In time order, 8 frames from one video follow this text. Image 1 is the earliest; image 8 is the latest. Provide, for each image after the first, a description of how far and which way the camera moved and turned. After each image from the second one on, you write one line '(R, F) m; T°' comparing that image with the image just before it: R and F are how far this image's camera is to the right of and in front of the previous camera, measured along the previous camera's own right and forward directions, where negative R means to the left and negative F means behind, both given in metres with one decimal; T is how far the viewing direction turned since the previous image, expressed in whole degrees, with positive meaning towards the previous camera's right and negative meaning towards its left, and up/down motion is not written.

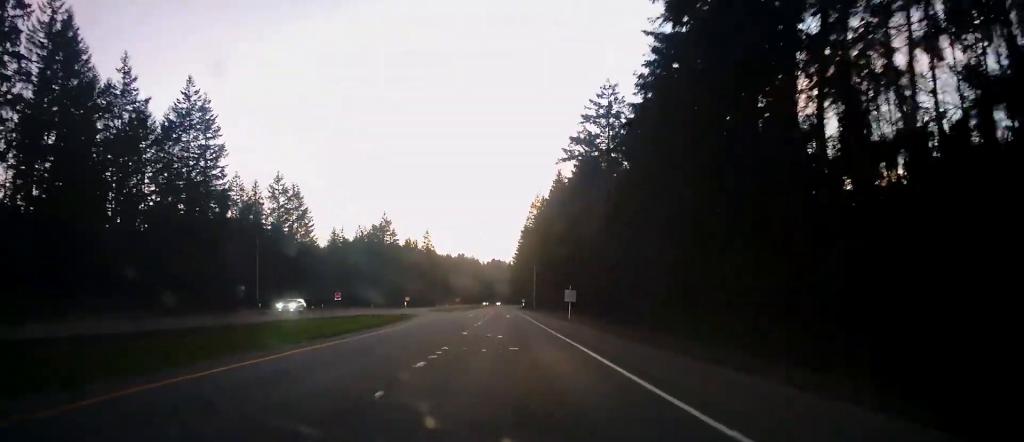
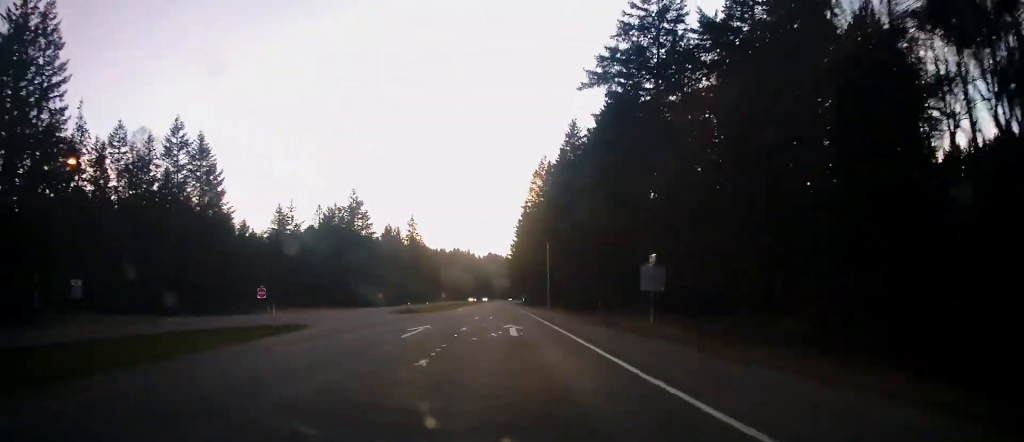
(+0.4, +37.0) m; +1°
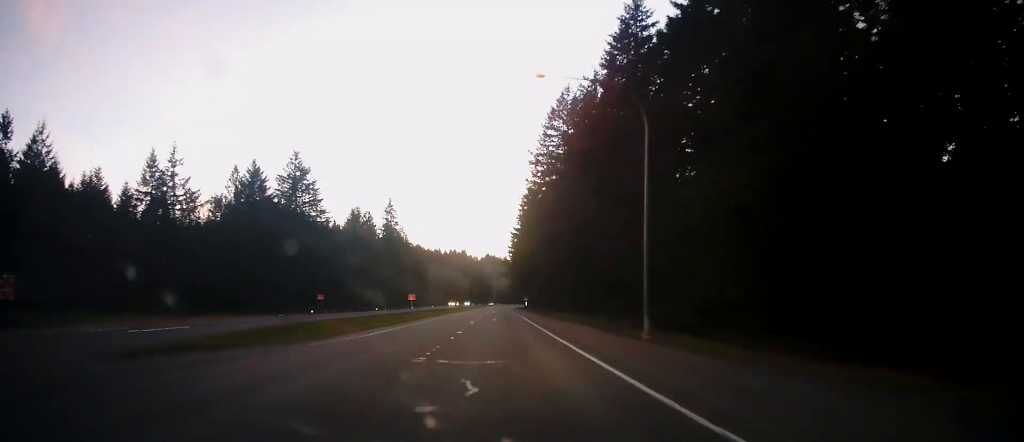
(+0.1, +47.2) m; 0°
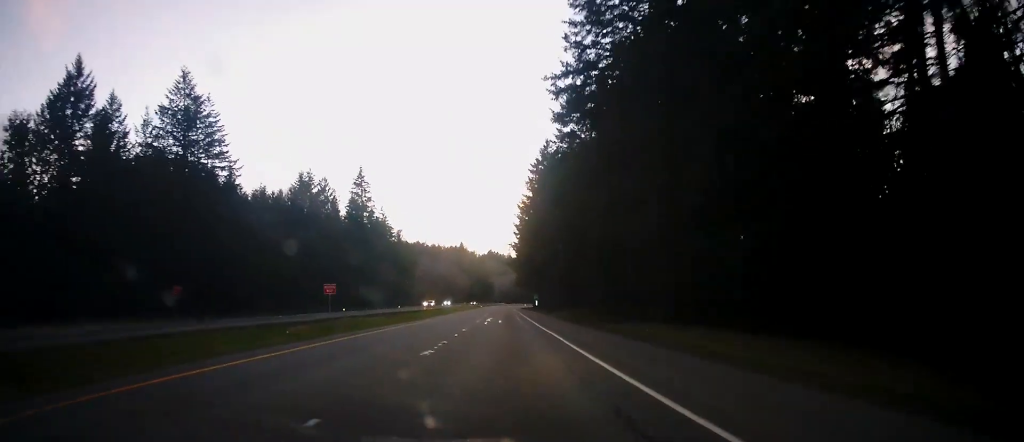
(0.0, +47.5) m; 0°
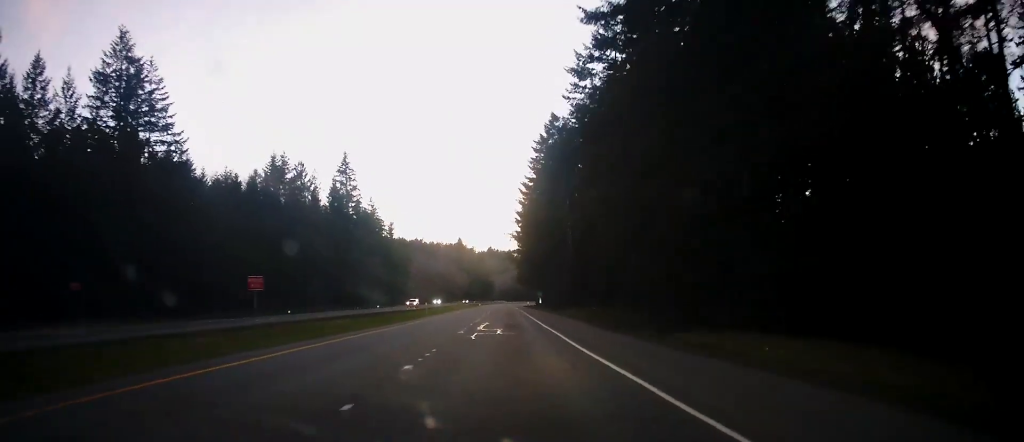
(-0.1, +15.4) m; 0°
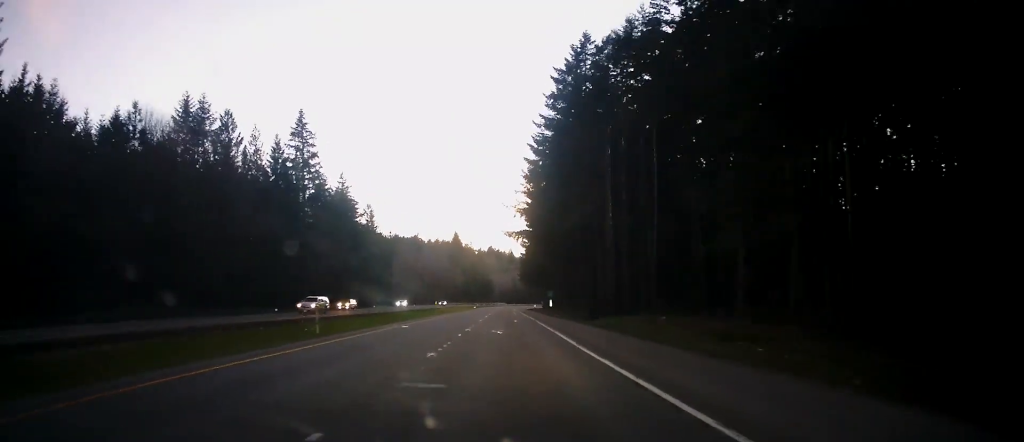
(0.0, +33.6) m; +1°
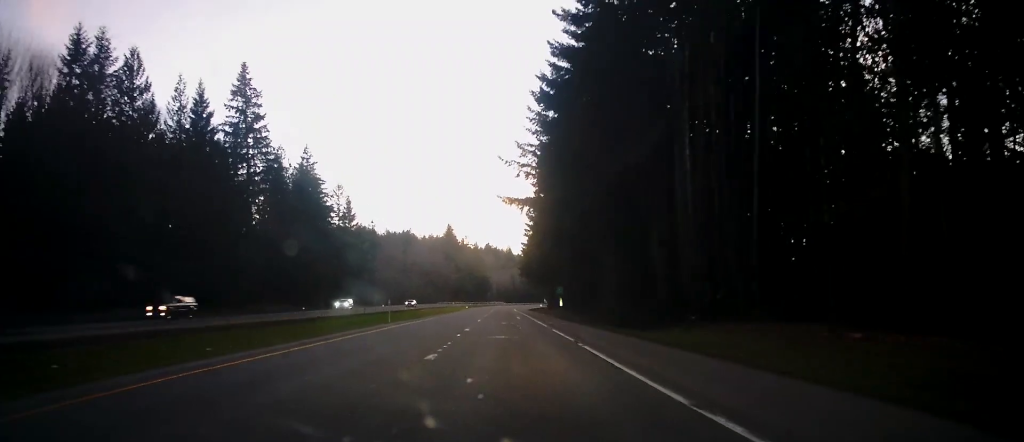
(+0.2, +25.1) m; 0°
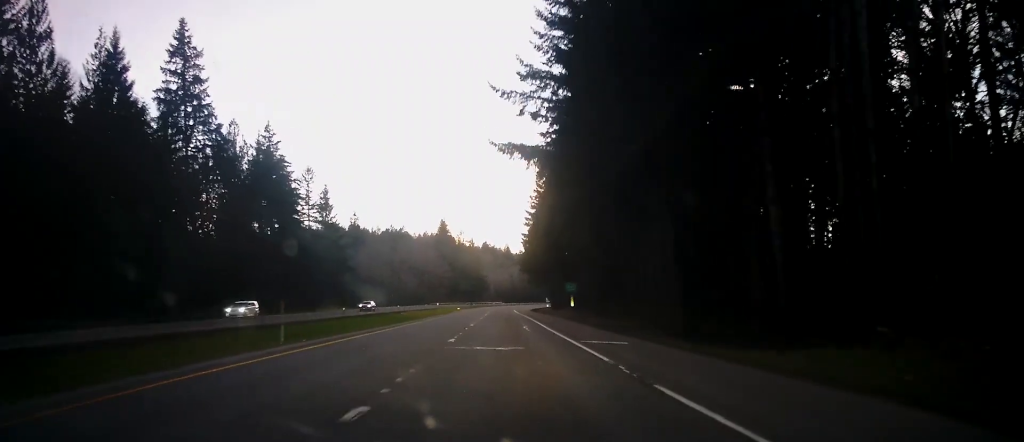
(-0.2, +18.4) m; -1°
